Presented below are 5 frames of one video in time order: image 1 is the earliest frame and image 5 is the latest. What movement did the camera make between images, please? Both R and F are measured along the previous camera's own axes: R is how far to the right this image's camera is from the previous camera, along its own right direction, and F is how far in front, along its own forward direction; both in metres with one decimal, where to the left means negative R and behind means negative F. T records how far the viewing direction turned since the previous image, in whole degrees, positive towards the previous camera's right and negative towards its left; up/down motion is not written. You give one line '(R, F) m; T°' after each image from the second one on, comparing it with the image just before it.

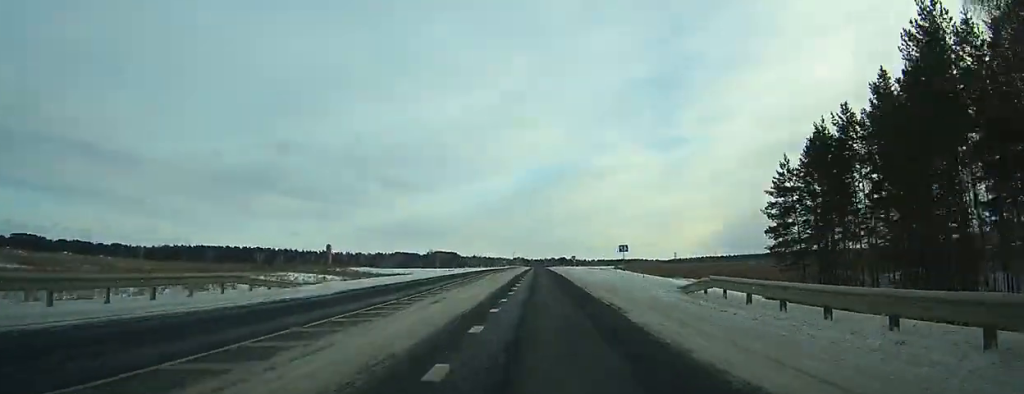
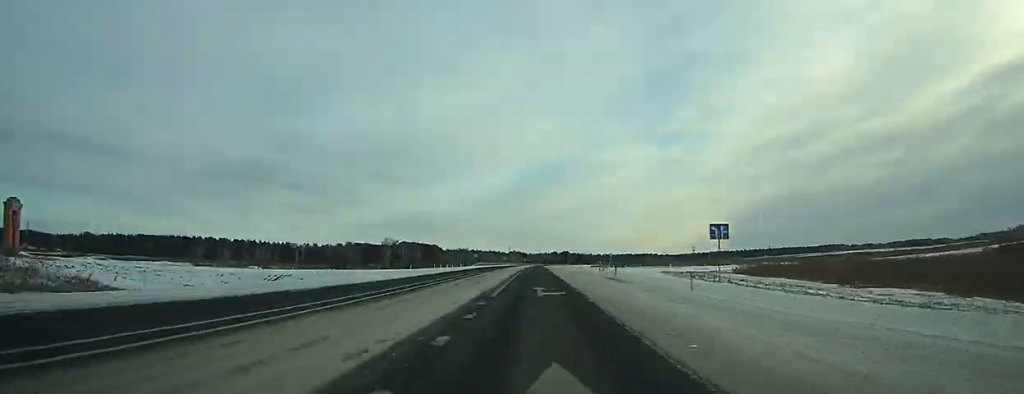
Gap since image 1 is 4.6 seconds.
(-0.3, +113.1) m; 0°
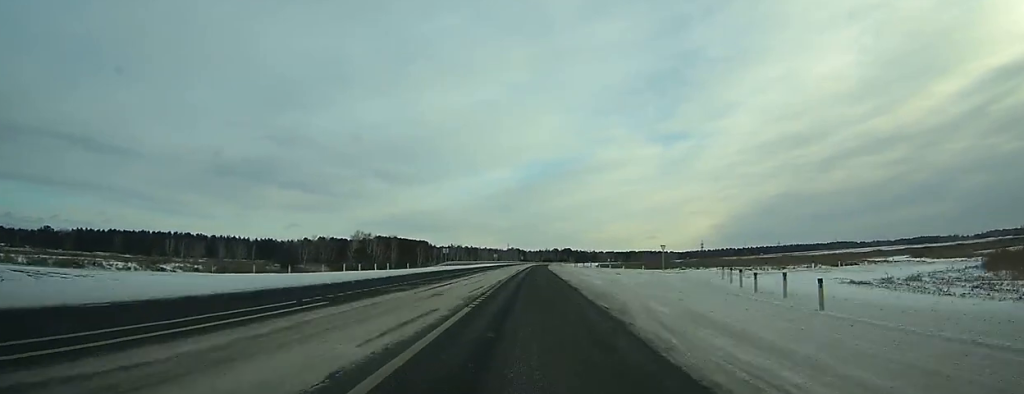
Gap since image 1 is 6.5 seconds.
(0.0, +45.7) m; 0°
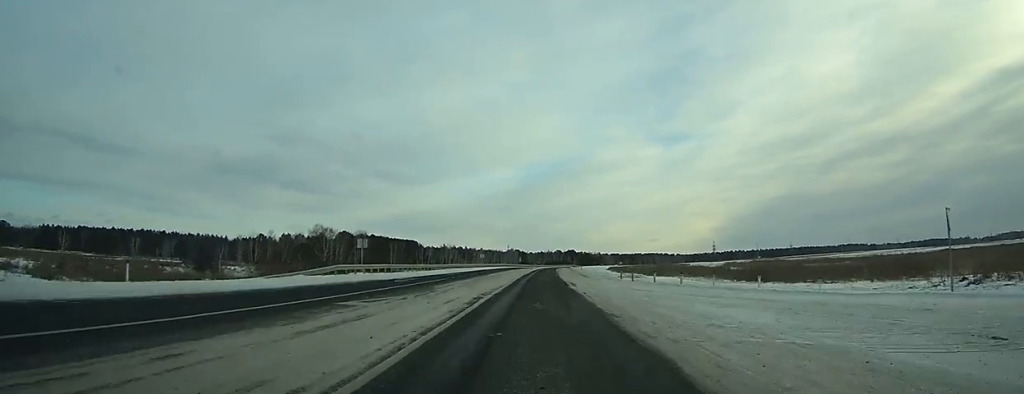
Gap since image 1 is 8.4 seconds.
(+0.2, +45.3) m; +1°
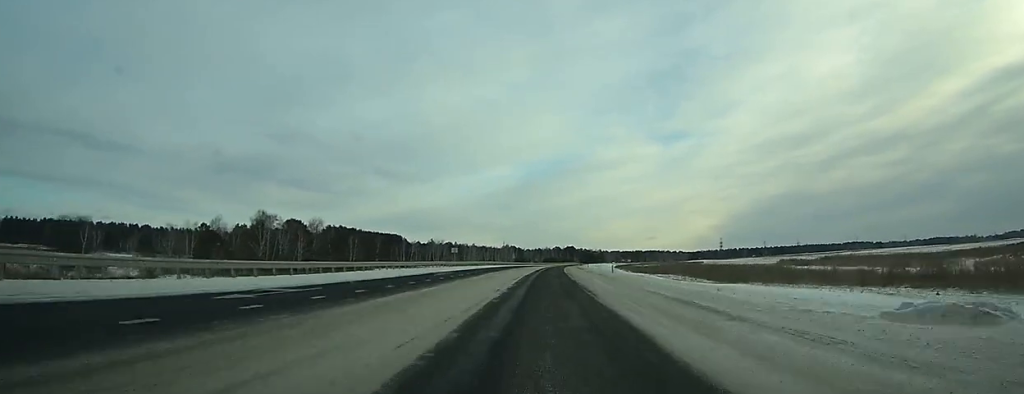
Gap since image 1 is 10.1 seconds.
(+0.3, +37.0) m; +1°
